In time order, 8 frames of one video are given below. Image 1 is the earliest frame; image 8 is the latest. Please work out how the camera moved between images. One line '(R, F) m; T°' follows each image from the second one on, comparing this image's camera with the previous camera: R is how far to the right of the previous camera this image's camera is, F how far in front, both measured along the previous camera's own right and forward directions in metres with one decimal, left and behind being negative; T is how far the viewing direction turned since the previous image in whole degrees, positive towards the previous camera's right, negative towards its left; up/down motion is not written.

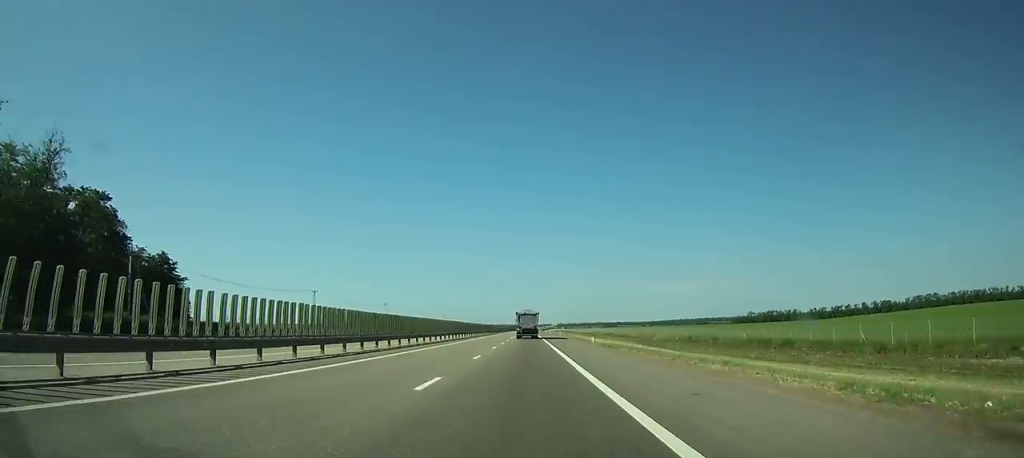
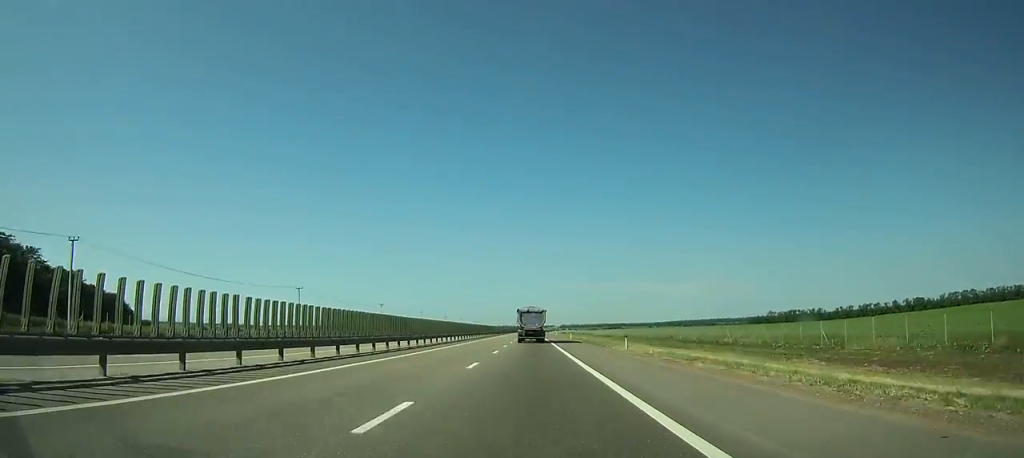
(0.0, +65.3) m; 0°
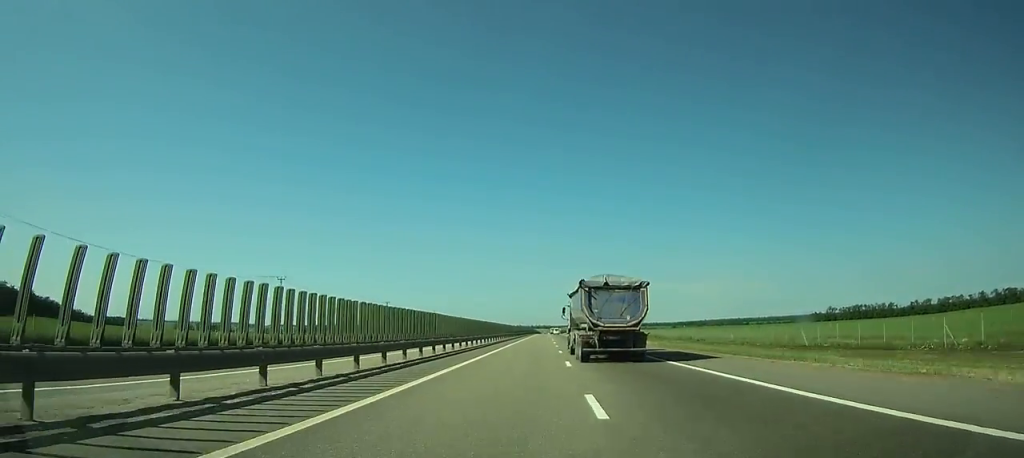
(-1.2, +128.1) m; -1°
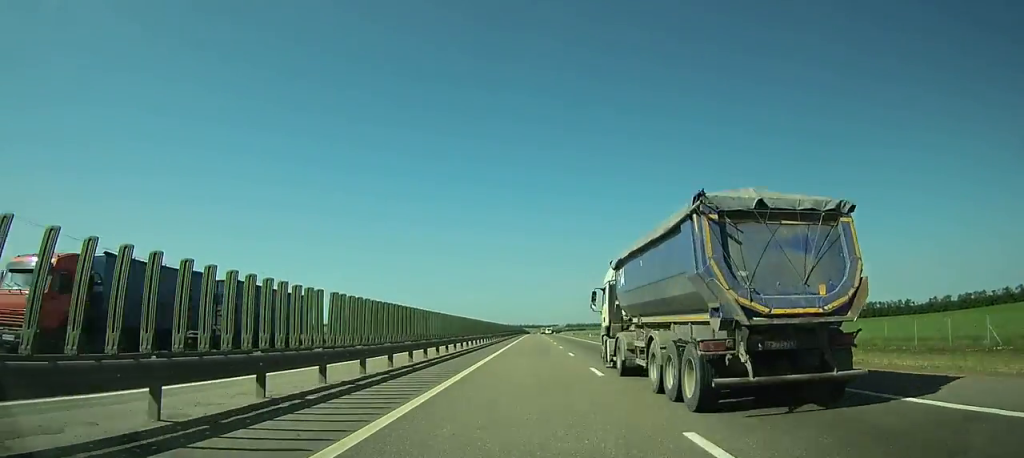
(+0.2, +53.6) m; +1°
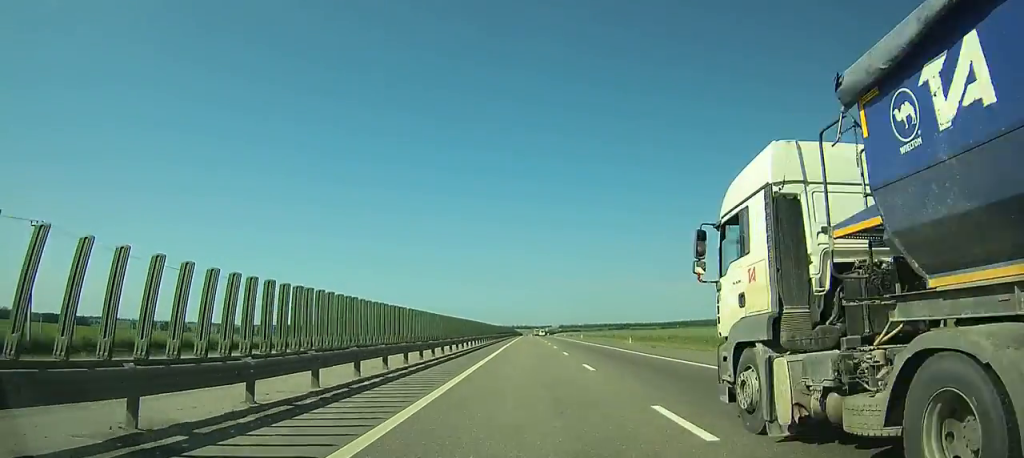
(+0.2, +45.3) m; +1°
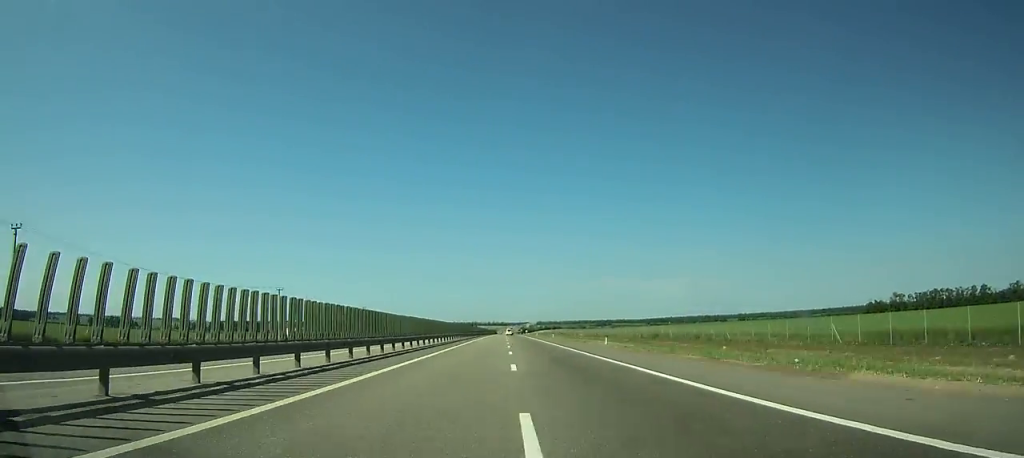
(+1.8, +109.7) m; +1°
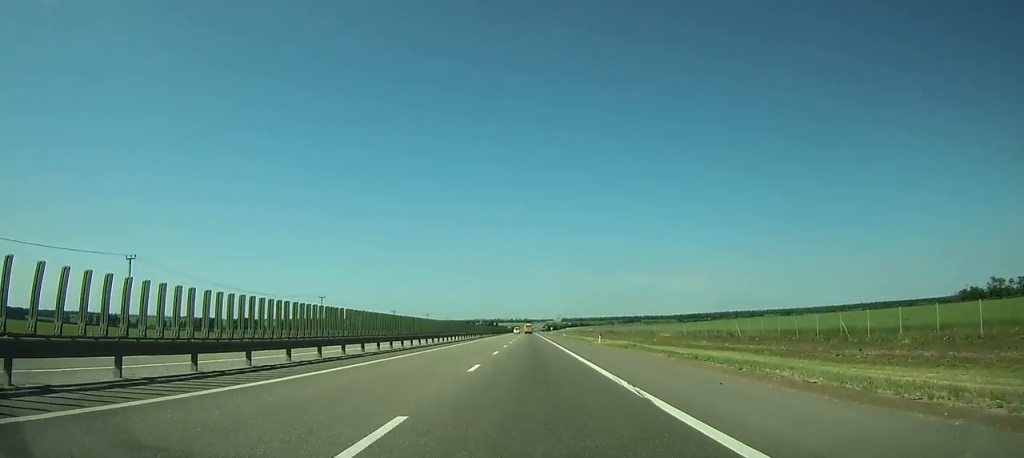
(0.0, +94.5) m; -1°
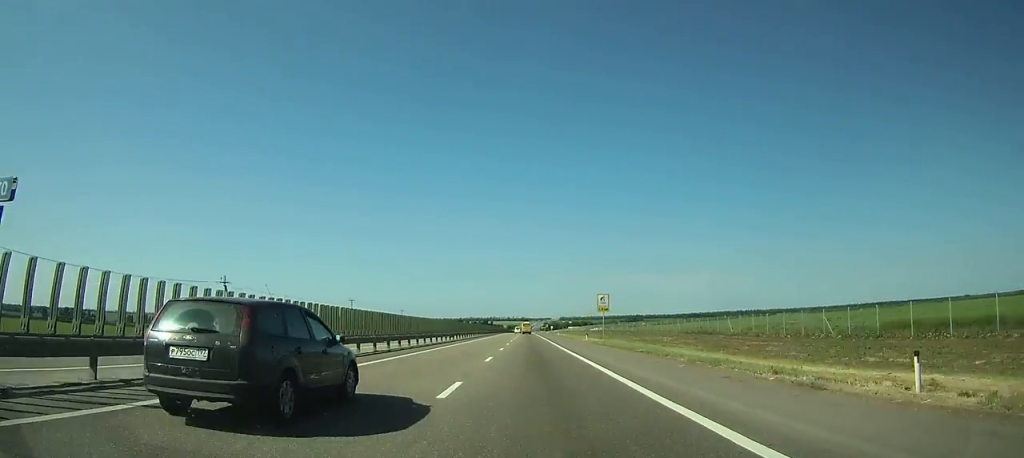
(-0.7, +88.7) m; -1°
